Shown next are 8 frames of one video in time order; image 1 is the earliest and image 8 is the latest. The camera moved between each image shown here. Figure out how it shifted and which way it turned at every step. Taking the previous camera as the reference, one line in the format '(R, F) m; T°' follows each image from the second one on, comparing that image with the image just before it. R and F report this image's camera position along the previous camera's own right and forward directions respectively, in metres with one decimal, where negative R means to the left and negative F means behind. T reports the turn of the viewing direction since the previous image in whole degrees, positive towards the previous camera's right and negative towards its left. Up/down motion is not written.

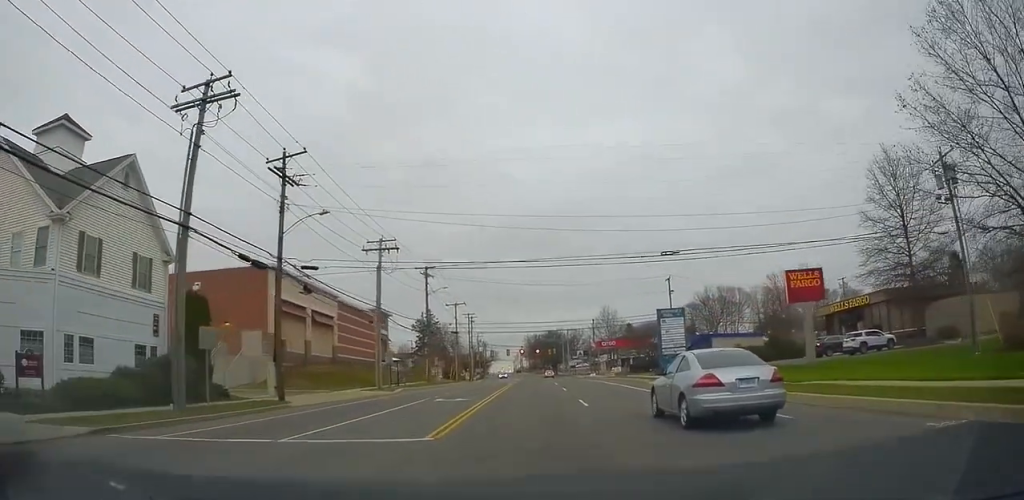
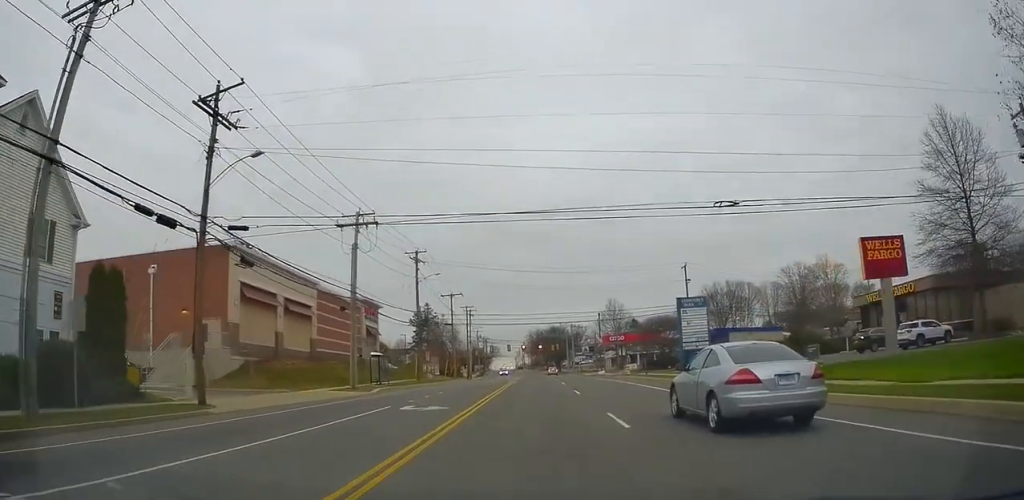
(-0.1, +7.1) m; -1°
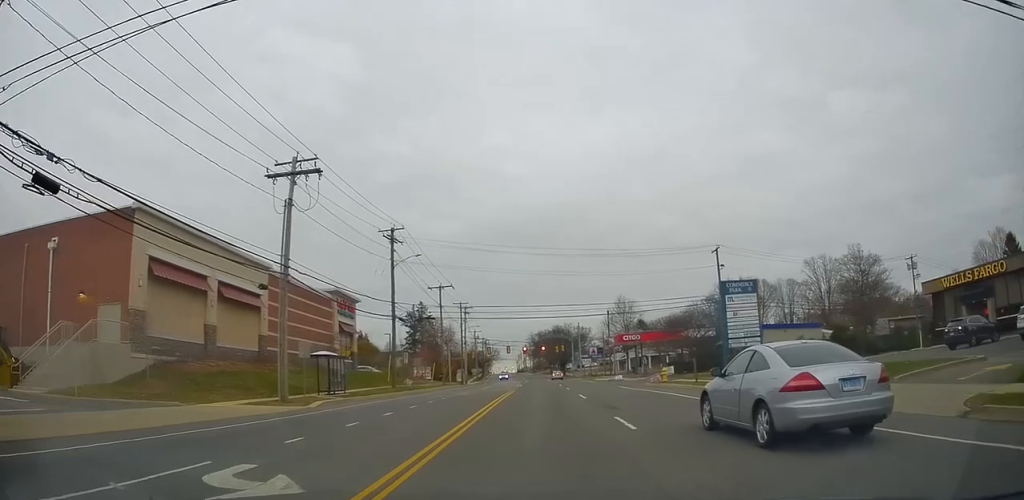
(-0.3, +11.8) m; 0°
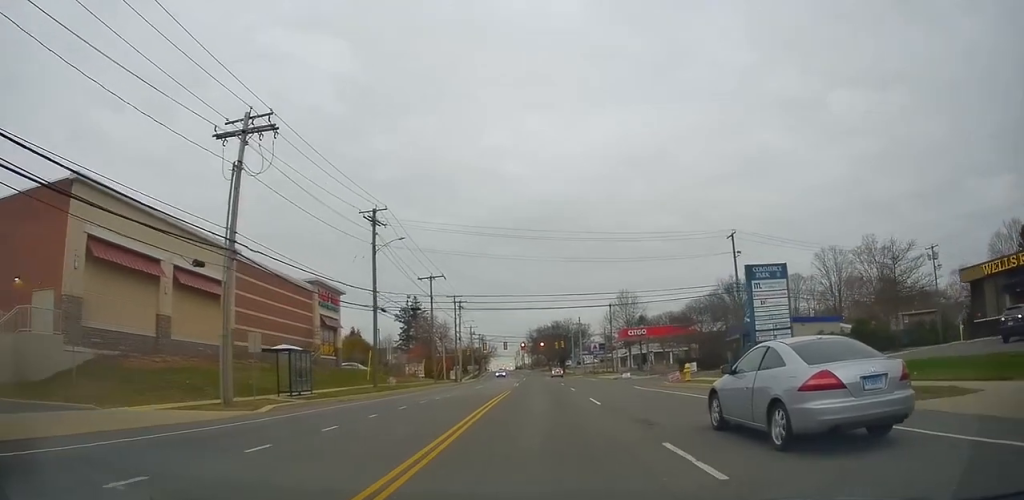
(+0.2, +5.4) m; +1°
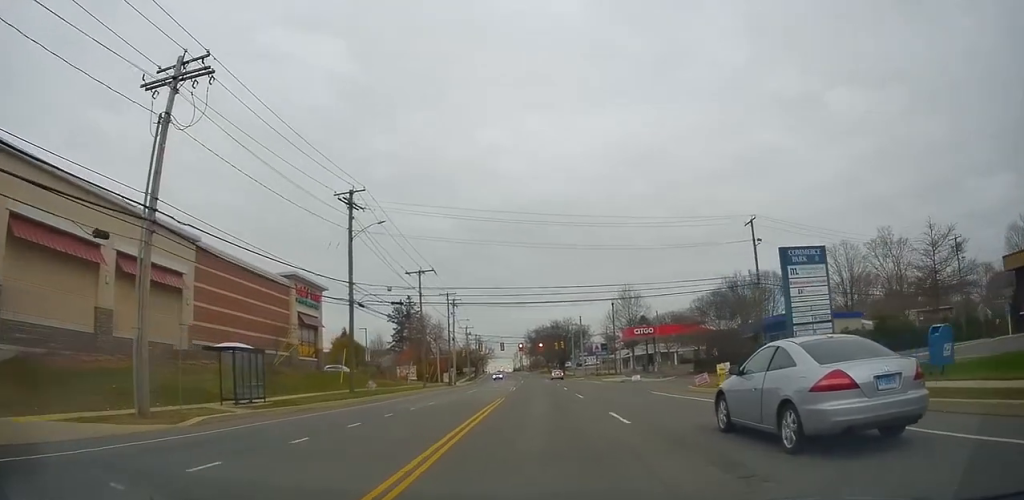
(+0.1, +5.6) m; +1°
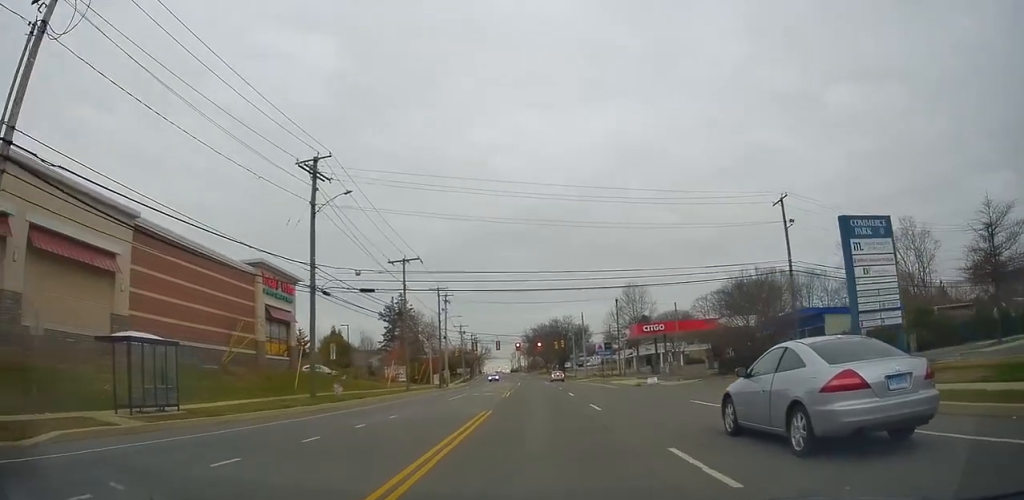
(0.0, +6.8) m; -1°
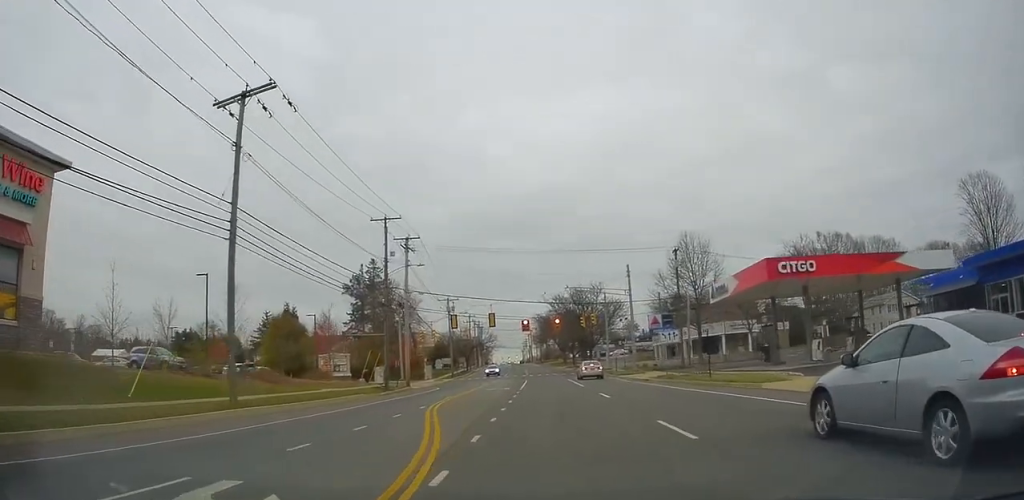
(-0.8, +33.7) m; 0°
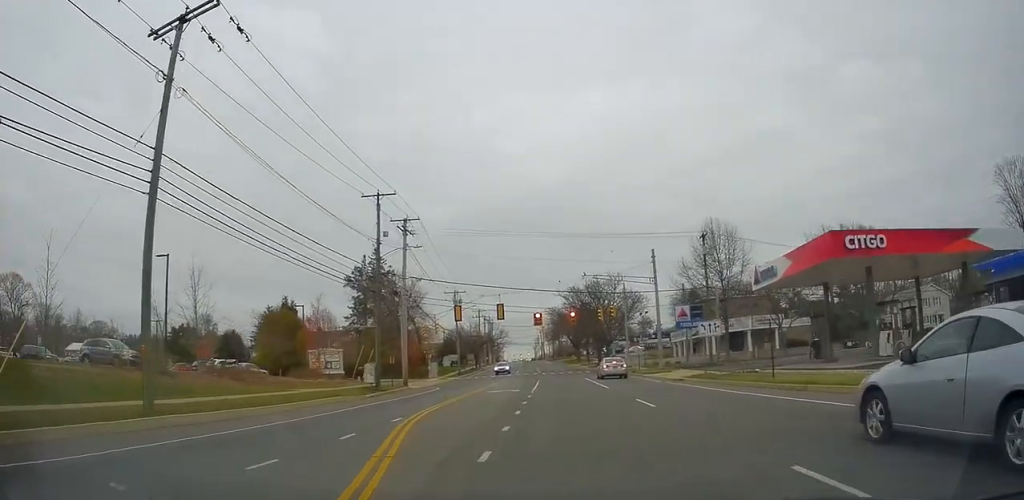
(+0.2, +6.0) m; -2°
